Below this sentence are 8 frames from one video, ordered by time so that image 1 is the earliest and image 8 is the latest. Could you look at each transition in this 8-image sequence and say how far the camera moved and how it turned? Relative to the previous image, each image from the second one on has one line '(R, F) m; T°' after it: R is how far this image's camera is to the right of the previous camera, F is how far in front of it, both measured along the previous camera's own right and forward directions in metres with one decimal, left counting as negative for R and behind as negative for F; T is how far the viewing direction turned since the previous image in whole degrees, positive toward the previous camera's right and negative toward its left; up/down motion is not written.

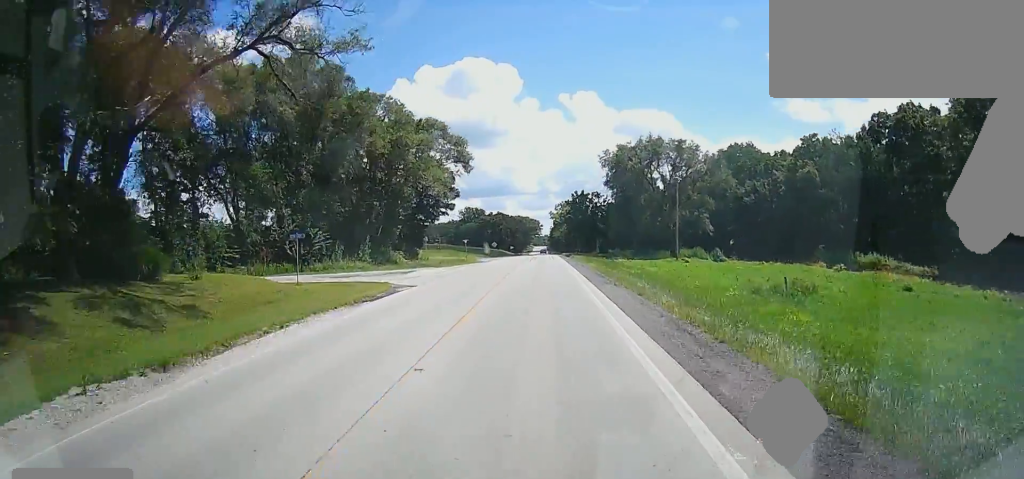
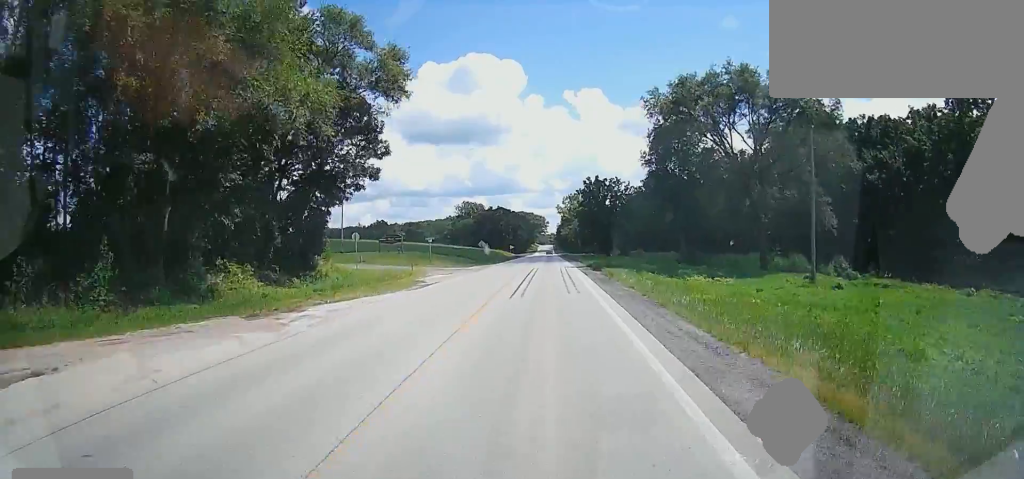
(-0.2, +37.2) m; -1°
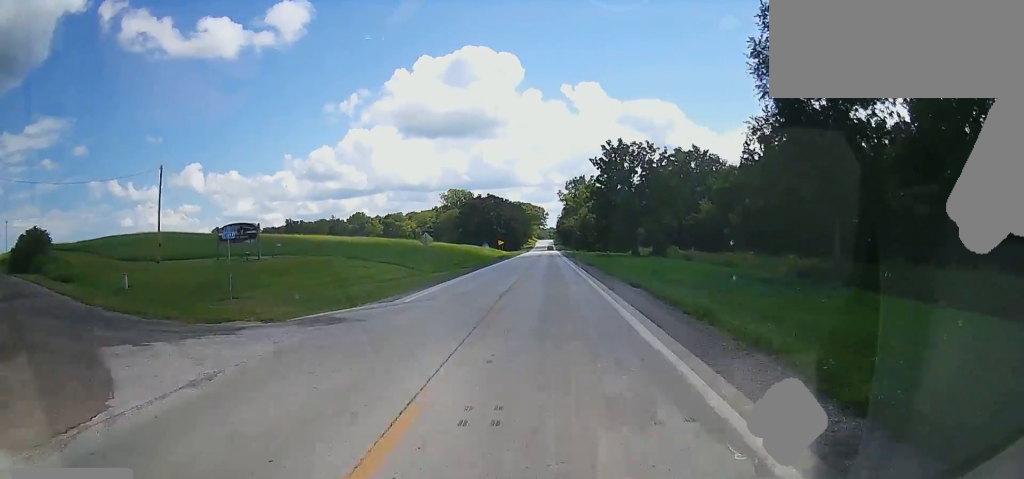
(-0.6, +46.2) m; -1°
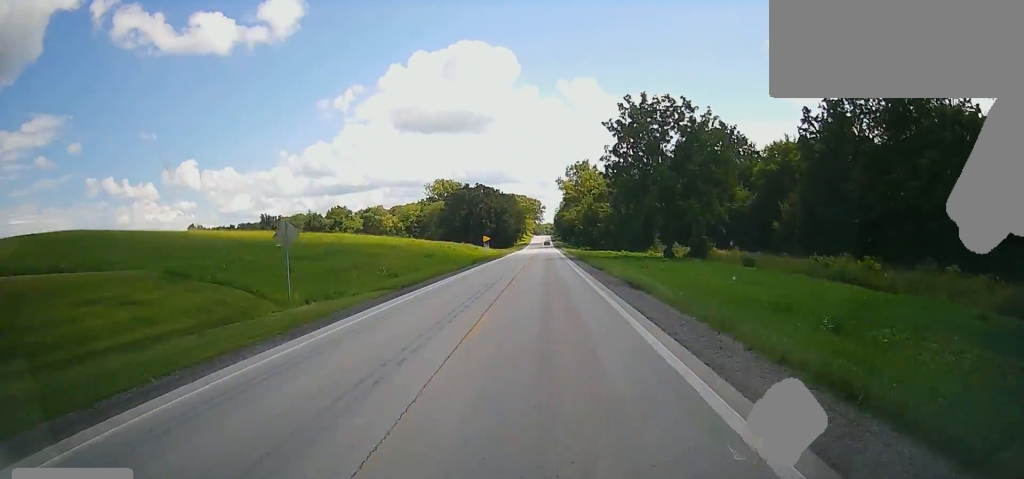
(+0.2, +29.9) m; +1°
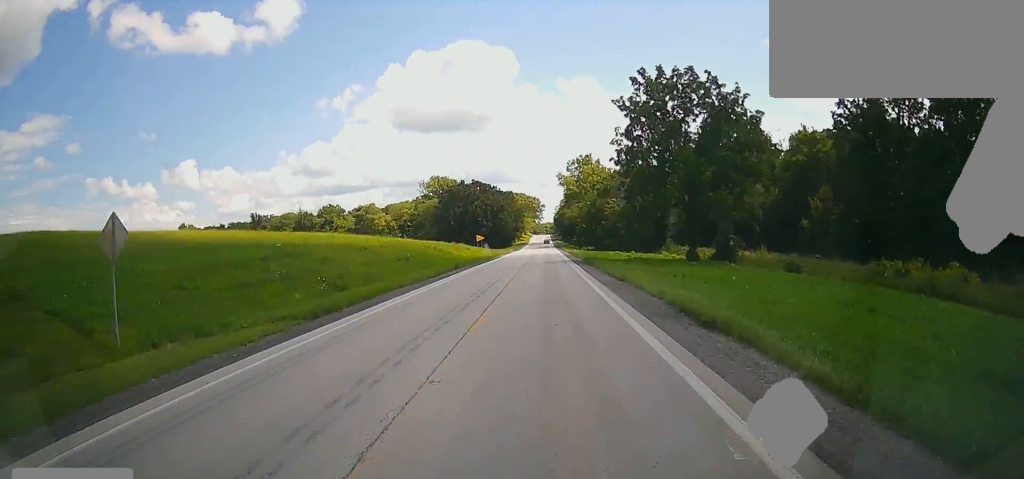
(0.0, +12.6) m; 0°
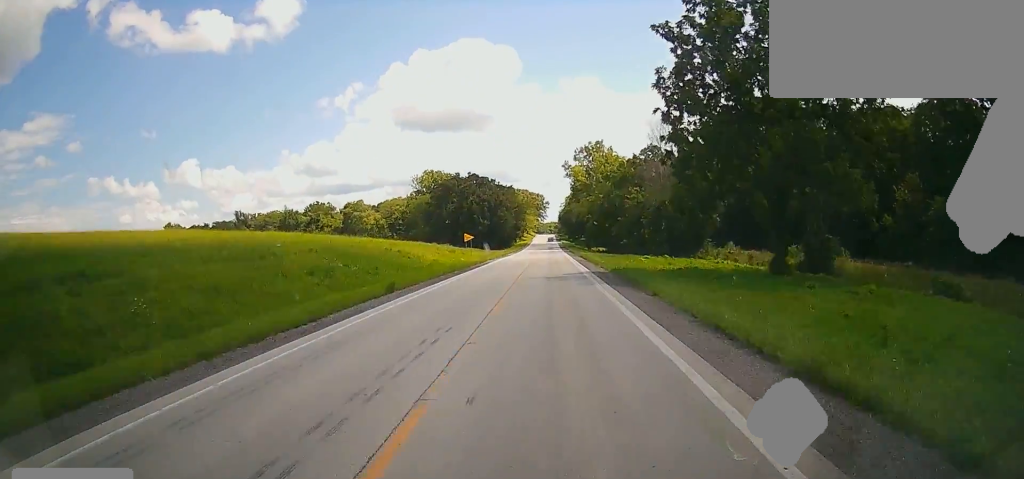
(0.0, +24.3) m; 0°
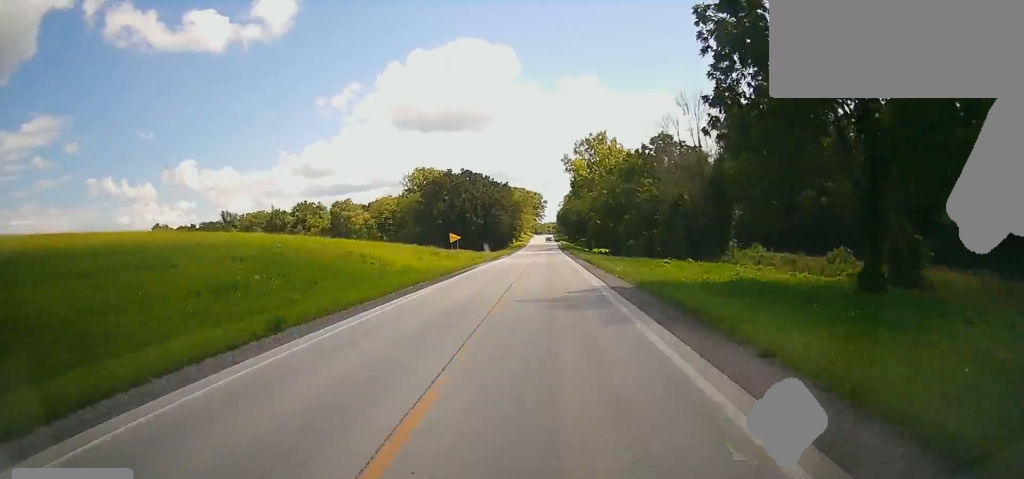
(0.0, +13.1) m; 0°
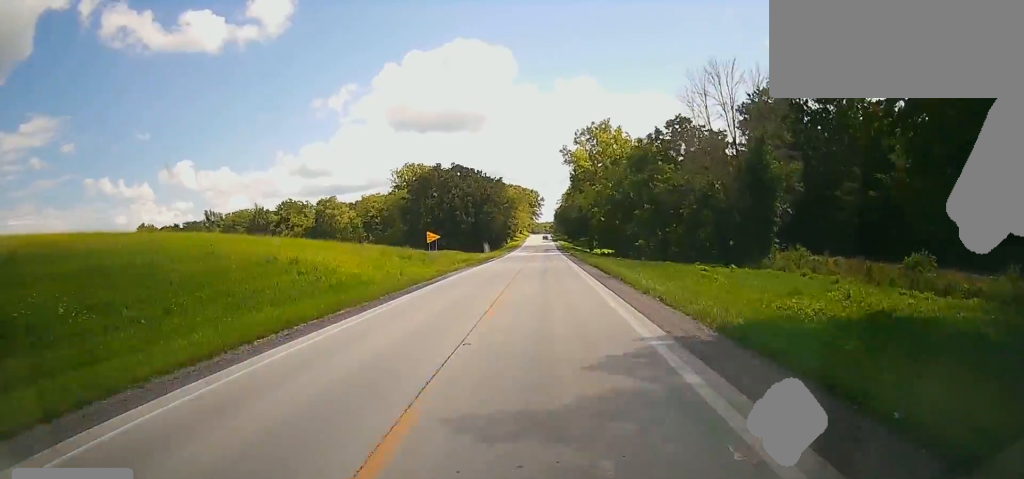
(0.0, +13.7) m; 0°
